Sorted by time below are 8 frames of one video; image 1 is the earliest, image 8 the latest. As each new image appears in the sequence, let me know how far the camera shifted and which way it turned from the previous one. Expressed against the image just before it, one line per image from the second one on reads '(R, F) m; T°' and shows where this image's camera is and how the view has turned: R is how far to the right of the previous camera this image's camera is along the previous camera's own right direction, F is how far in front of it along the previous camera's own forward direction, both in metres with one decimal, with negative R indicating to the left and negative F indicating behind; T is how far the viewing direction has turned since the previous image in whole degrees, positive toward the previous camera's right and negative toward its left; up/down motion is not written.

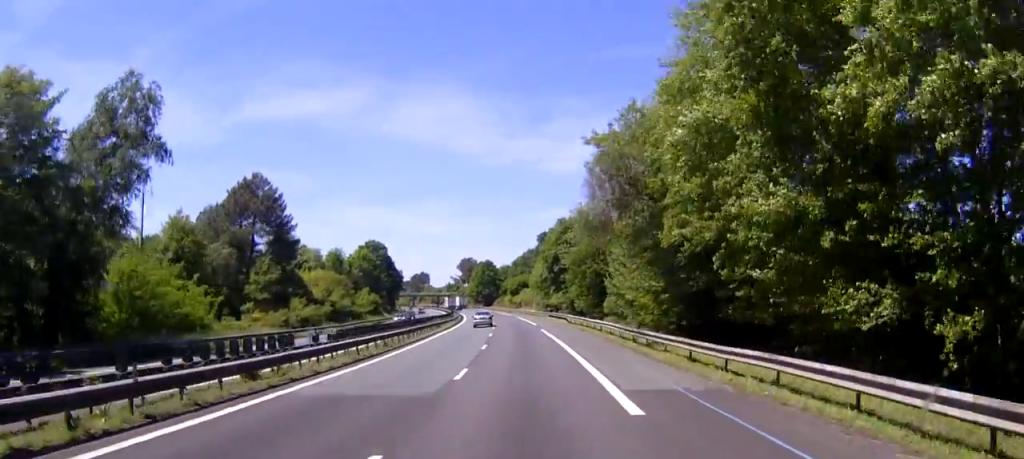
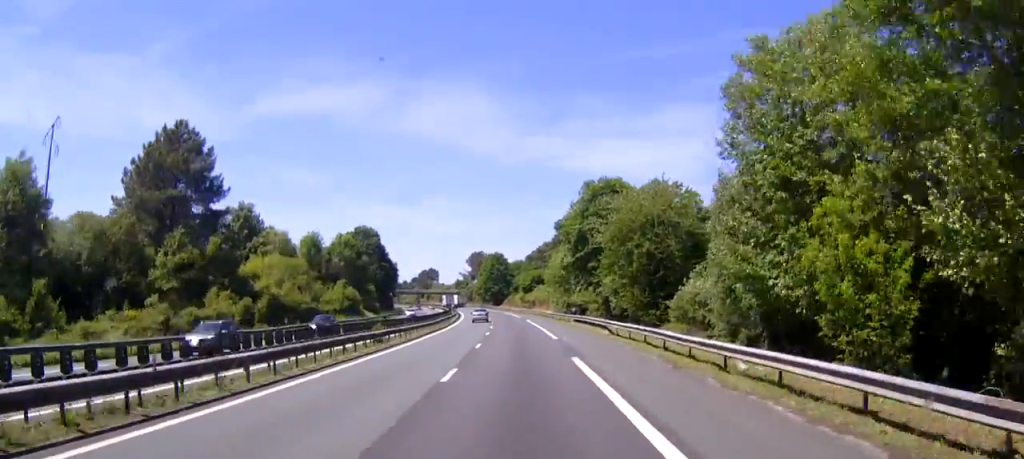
(-0.1, +28.3) m; 0°
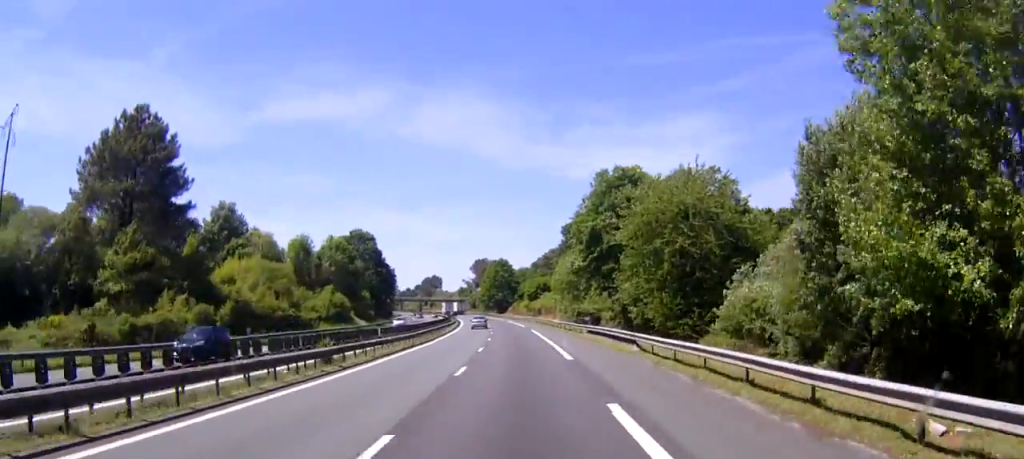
(0.0, +10.0) m; 0°
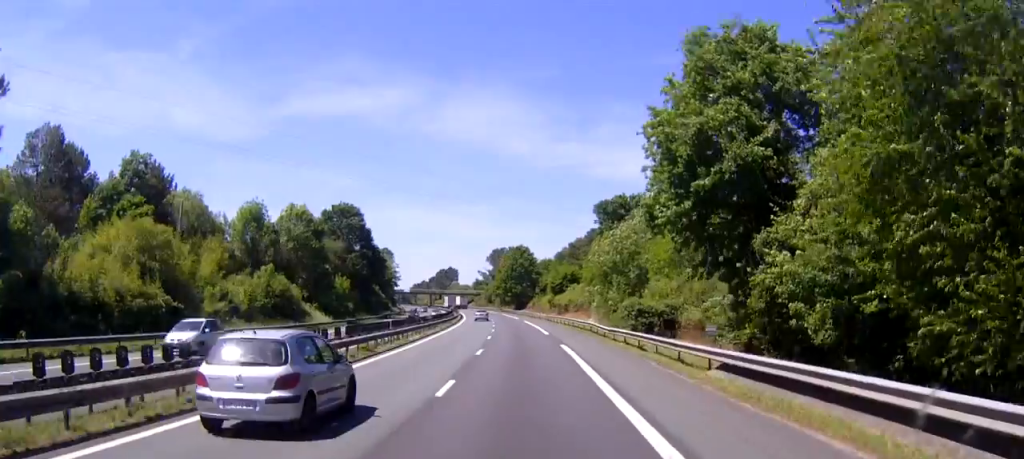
(-0.2, +32.2) m; -1°
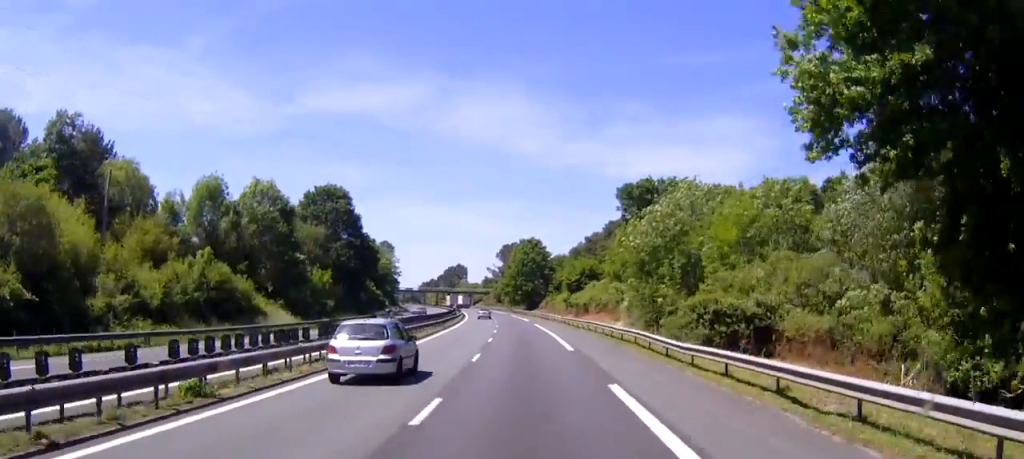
(-0.1, +17.3) m; -1°
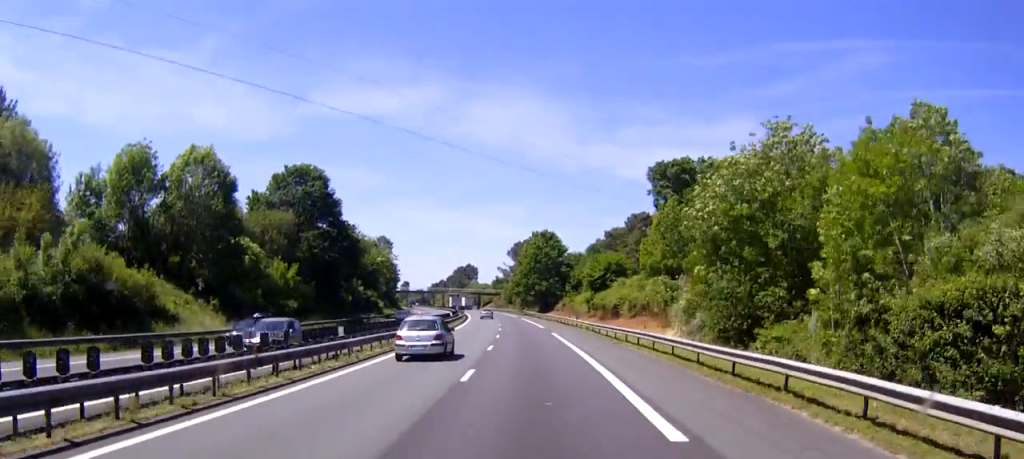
(-0.2, +19.7) m; -2°
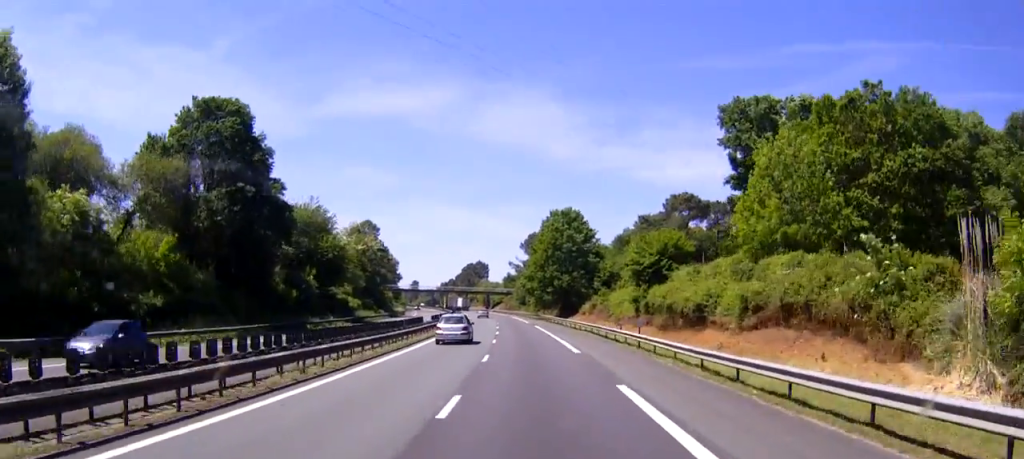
(-0.9, +31.8) m; -2°
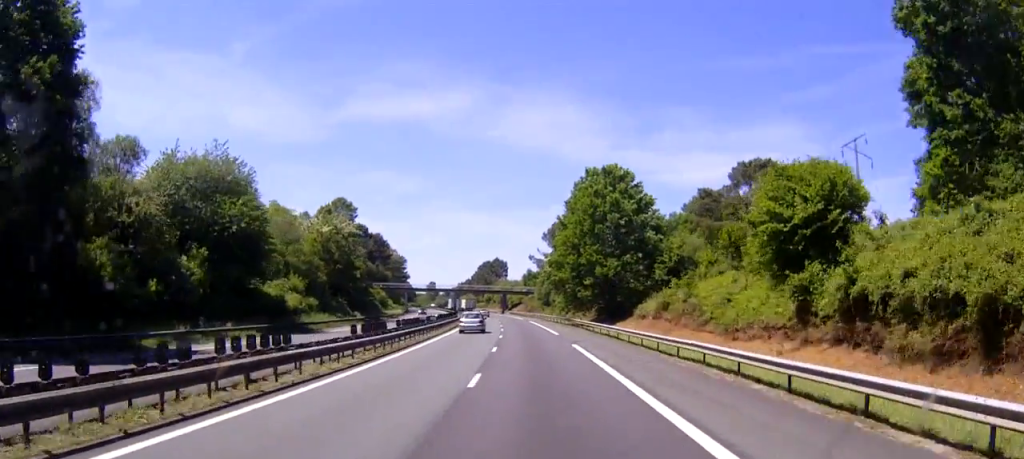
(0.0, +35.1) m; 0°
